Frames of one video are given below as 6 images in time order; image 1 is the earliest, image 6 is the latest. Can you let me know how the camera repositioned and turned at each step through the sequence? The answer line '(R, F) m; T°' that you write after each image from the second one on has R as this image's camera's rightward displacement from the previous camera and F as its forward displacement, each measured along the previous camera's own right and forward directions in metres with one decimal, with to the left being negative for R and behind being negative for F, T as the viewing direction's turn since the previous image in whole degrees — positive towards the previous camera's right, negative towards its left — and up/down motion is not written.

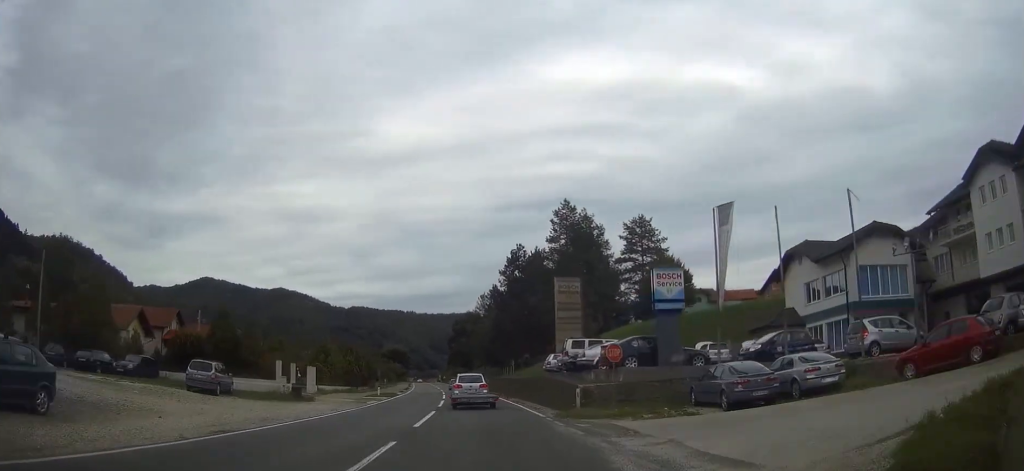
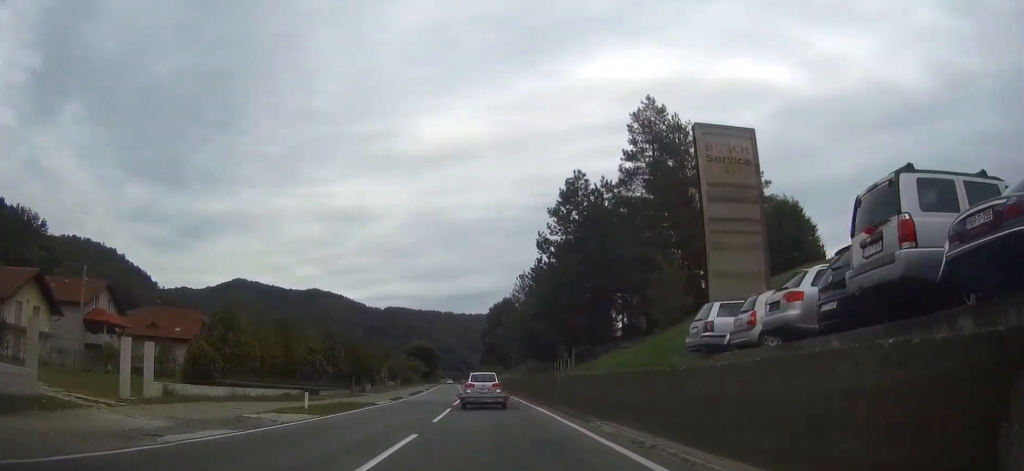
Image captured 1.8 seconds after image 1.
(-0.8, +28.4) m; -3°
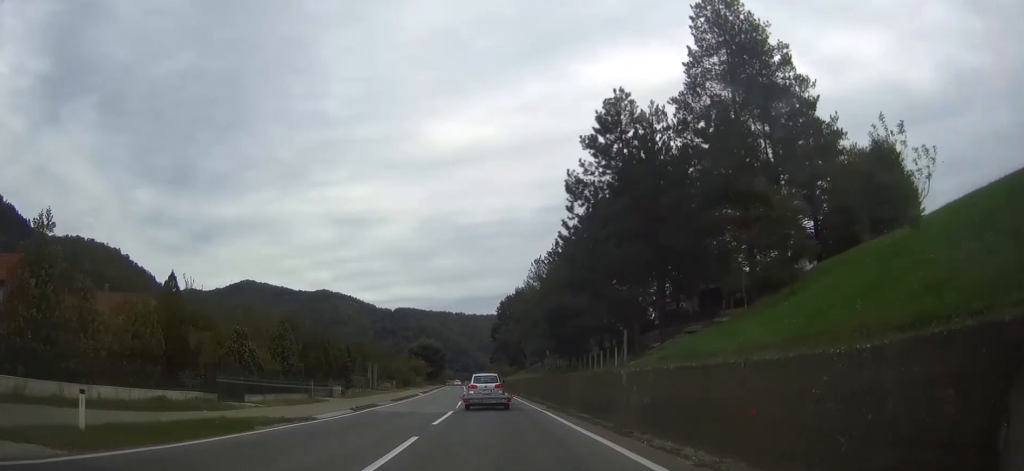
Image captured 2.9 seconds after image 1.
(-0.2, +15.5) m; -1°
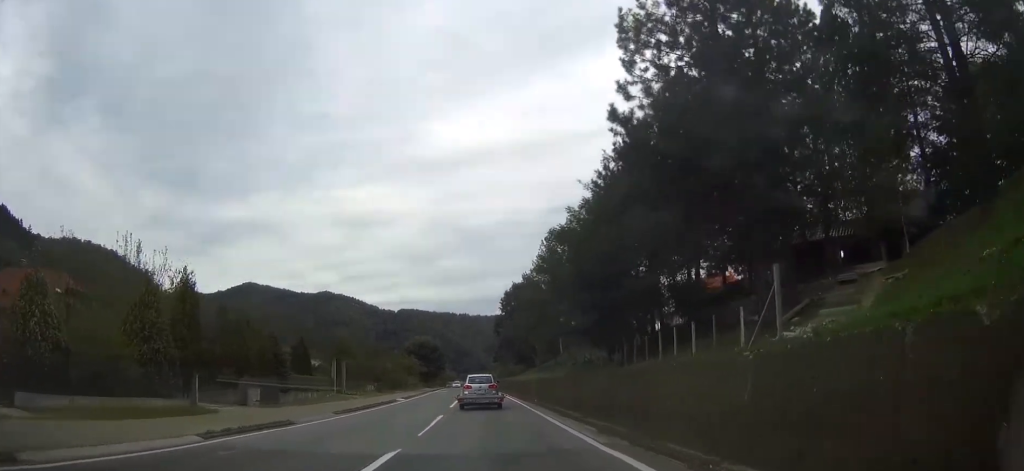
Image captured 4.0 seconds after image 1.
(-0.1, +17.0) m; 0°
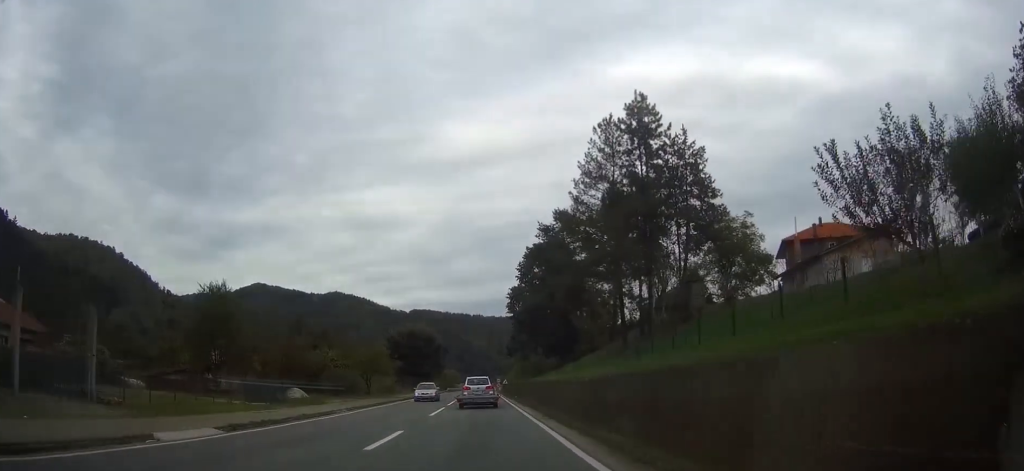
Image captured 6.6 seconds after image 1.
(-0.4, +38.2) m; -2°
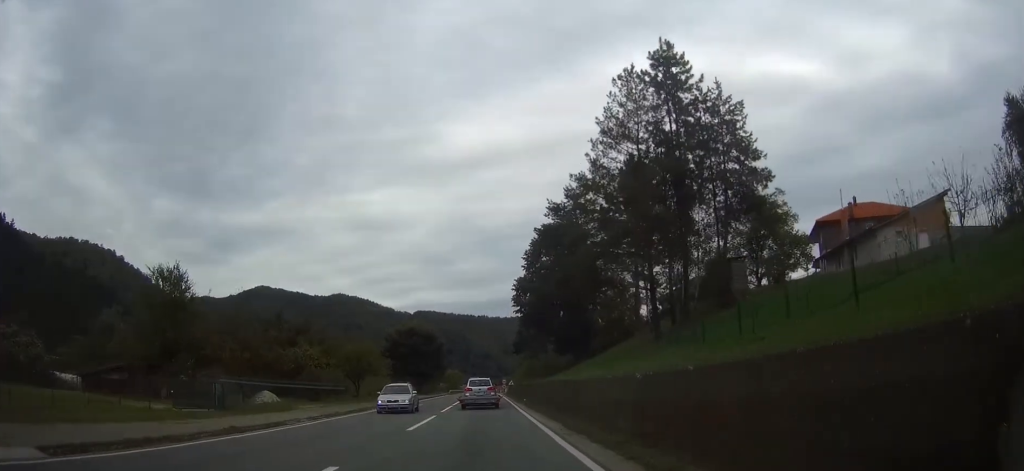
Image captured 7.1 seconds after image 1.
(-0.1, +7.9) m; 0°
